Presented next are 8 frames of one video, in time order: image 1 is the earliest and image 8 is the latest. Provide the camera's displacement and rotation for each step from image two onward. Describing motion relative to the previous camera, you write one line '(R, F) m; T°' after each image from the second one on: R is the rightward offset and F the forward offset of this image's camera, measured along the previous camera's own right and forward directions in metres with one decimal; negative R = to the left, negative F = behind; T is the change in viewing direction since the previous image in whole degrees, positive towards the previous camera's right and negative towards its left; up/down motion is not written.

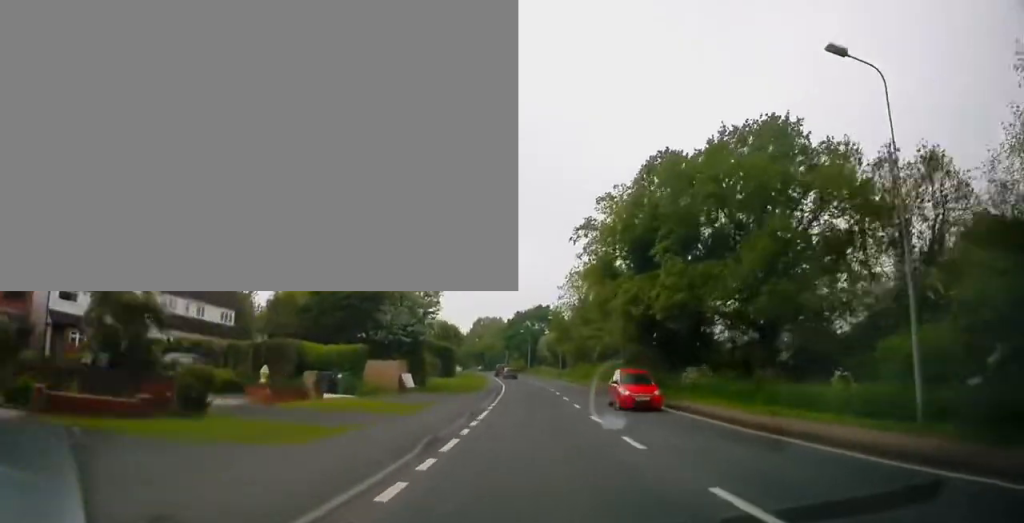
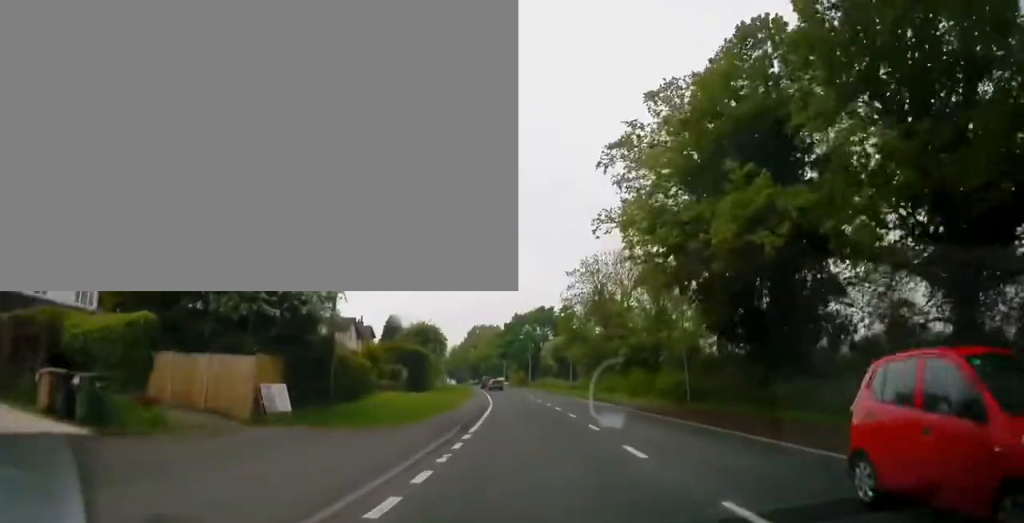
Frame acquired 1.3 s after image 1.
(+0.1, +19.0) m; 0°
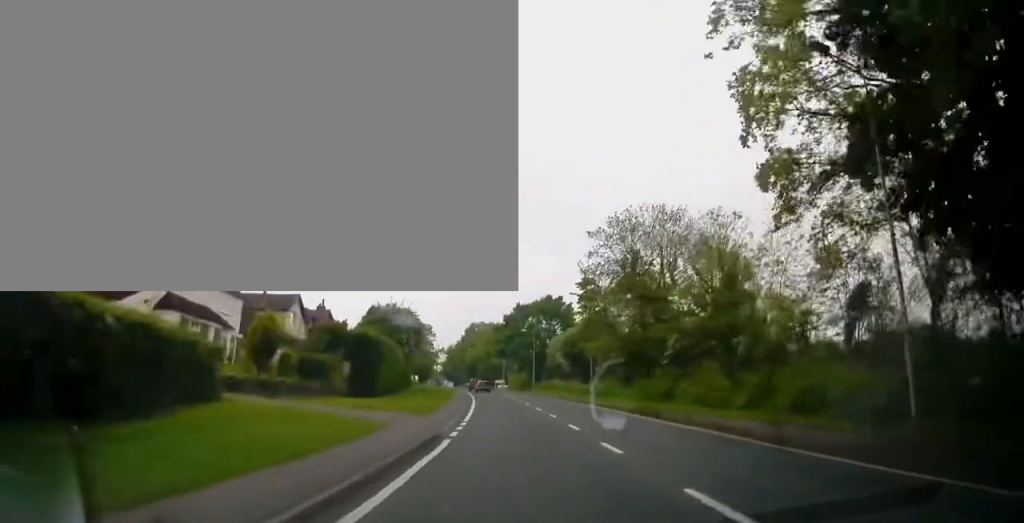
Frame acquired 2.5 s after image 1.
(-0.2, +17.6) m; -2°
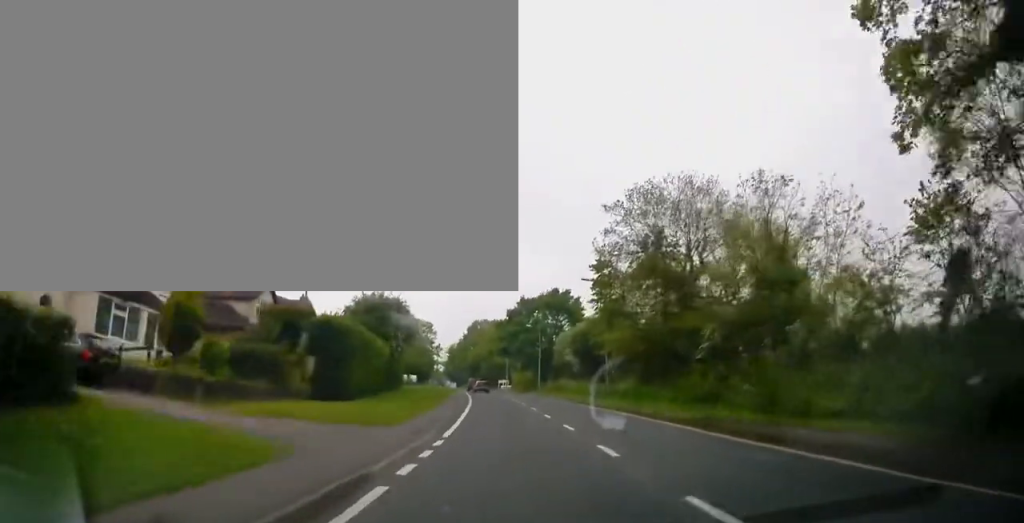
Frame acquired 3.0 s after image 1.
(-0.1, +7.3) m; -1°
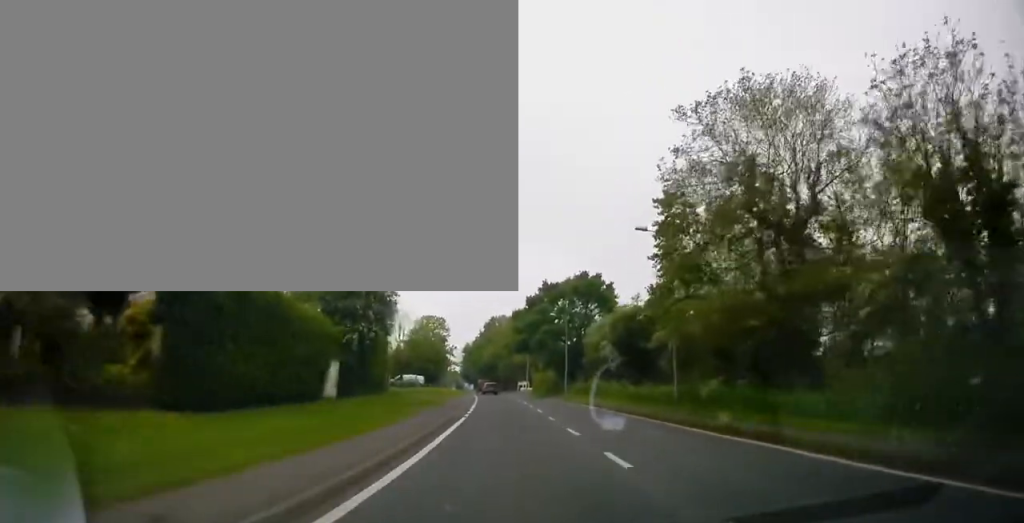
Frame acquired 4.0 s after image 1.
(0.0, +14.2) m; -1°
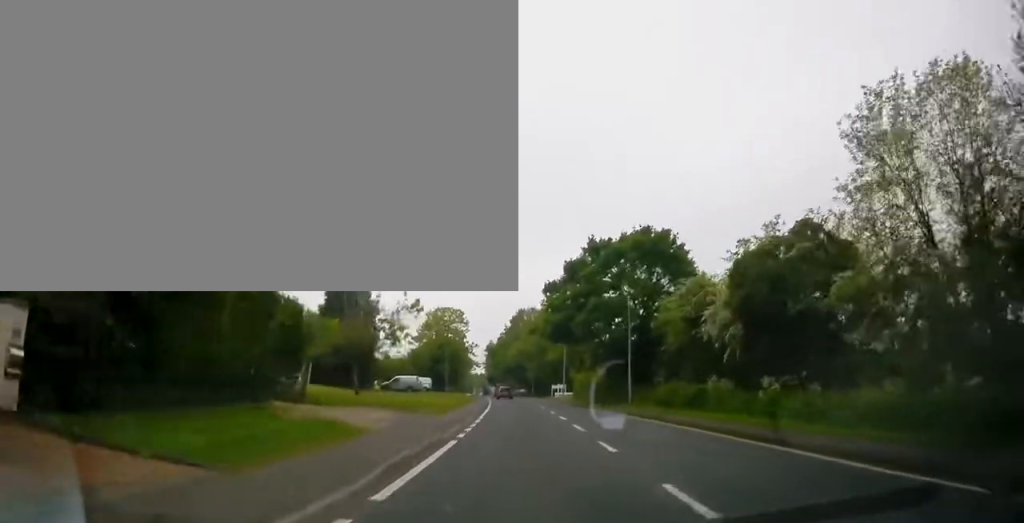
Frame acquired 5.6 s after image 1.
(-0.5, +22.2) m; -2°
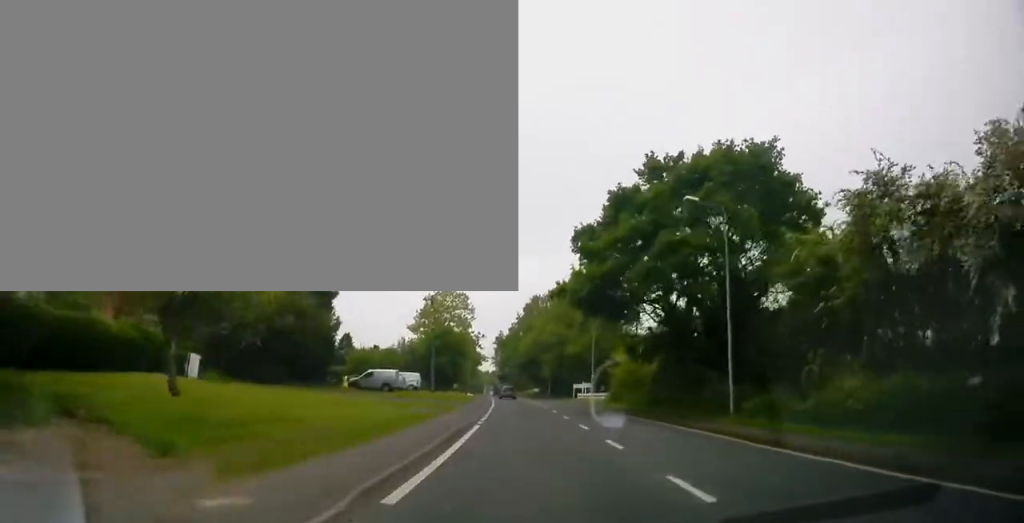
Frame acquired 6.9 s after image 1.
(-0.2, +17.6) m; -1°
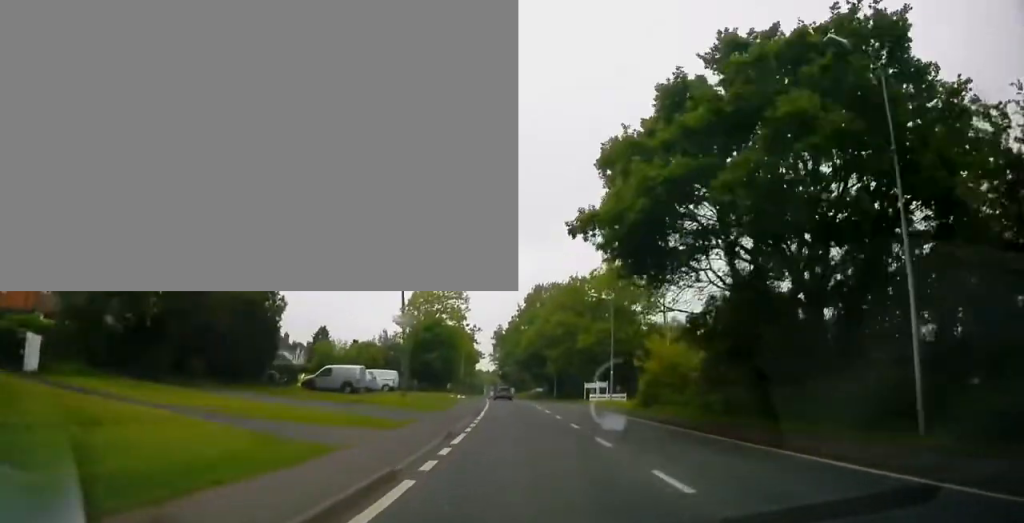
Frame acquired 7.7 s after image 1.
(-0.1, +11.5) m; -1°
